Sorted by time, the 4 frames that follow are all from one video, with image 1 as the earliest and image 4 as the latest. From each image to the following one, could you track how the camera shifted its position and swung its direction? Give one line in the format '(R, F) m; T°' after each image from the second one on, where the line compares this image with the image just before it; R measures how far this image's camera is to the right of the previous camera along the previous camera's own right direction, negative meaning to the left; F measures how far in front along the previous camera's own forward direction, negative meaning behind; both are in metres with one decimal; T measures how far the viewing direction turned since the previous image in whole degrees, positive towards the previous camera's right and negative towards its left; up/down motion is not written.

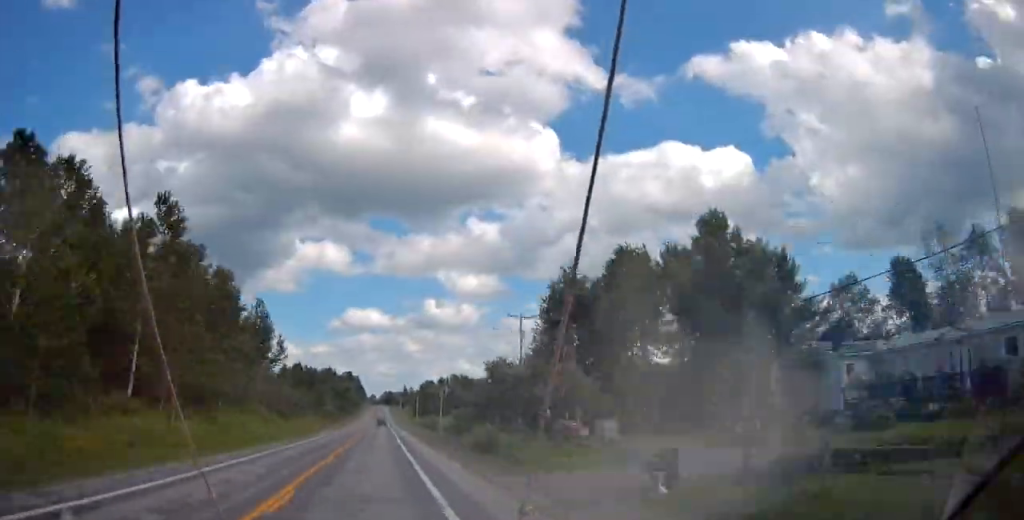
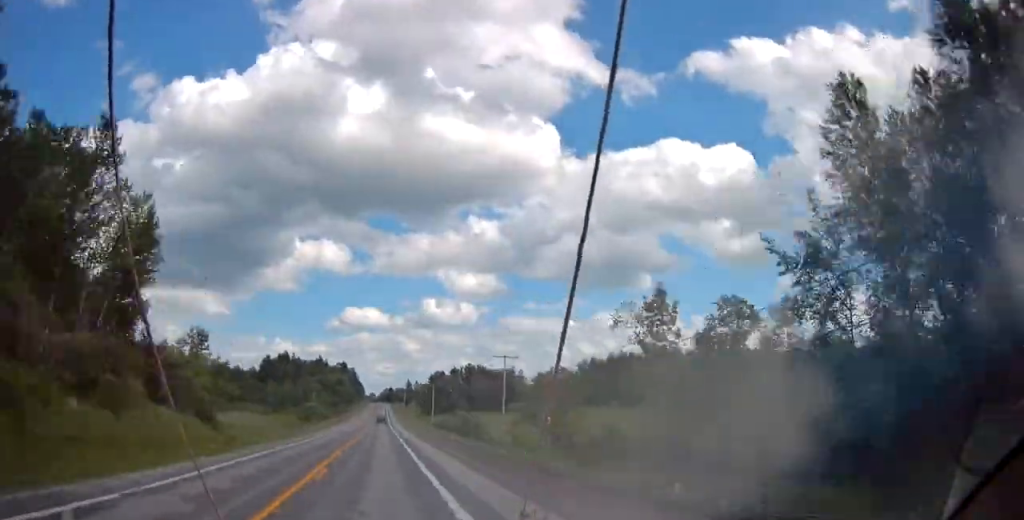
(0.0, +55.0) m; 0°
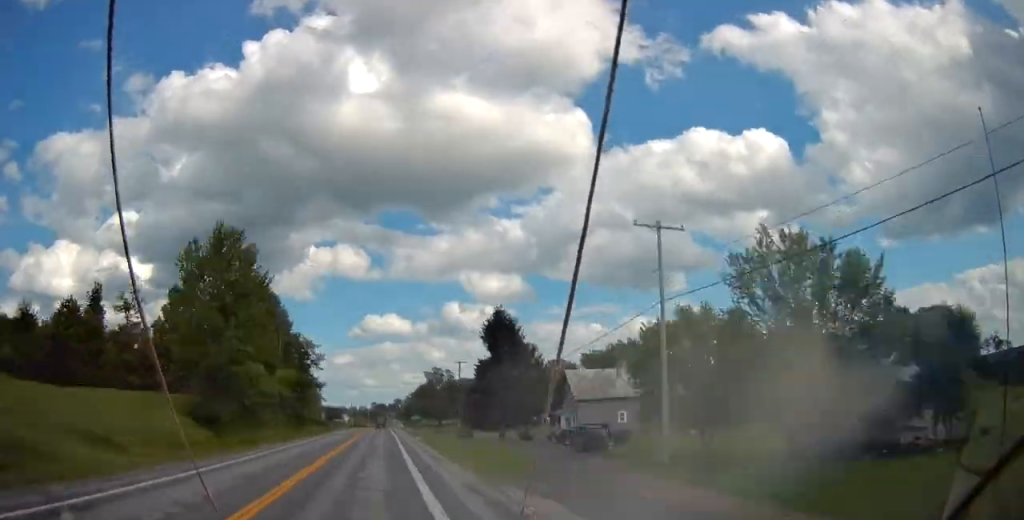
(-4.1, +409.0) m; -2°
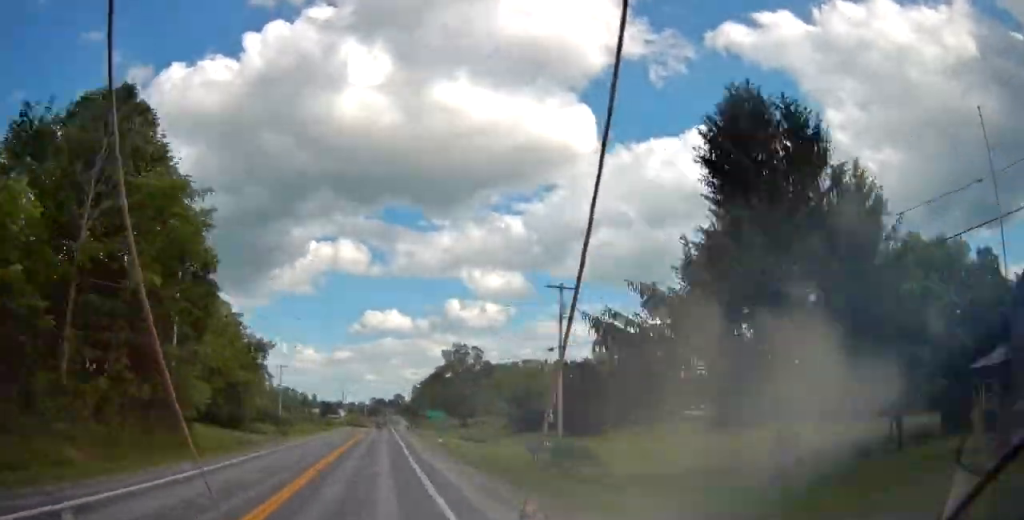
(-0.3, +50.0) m; 0°
